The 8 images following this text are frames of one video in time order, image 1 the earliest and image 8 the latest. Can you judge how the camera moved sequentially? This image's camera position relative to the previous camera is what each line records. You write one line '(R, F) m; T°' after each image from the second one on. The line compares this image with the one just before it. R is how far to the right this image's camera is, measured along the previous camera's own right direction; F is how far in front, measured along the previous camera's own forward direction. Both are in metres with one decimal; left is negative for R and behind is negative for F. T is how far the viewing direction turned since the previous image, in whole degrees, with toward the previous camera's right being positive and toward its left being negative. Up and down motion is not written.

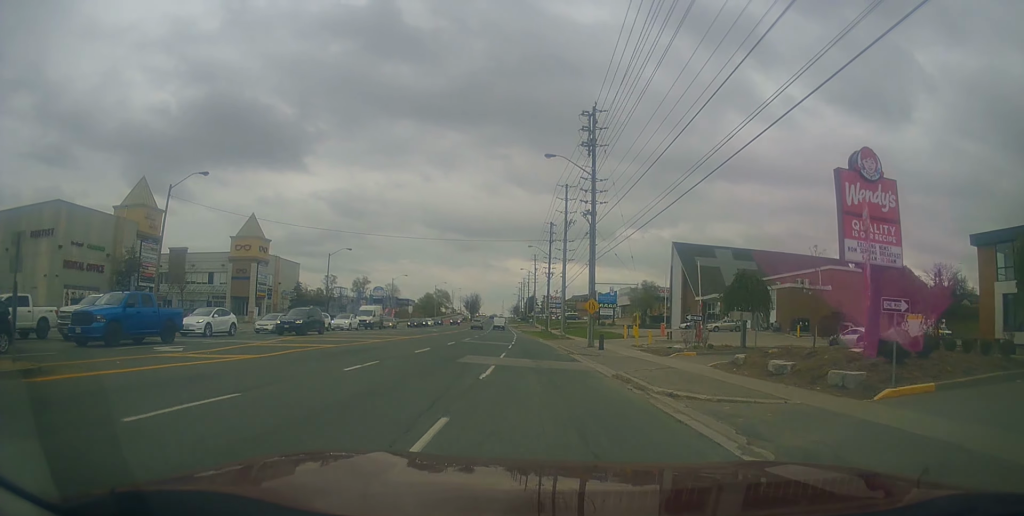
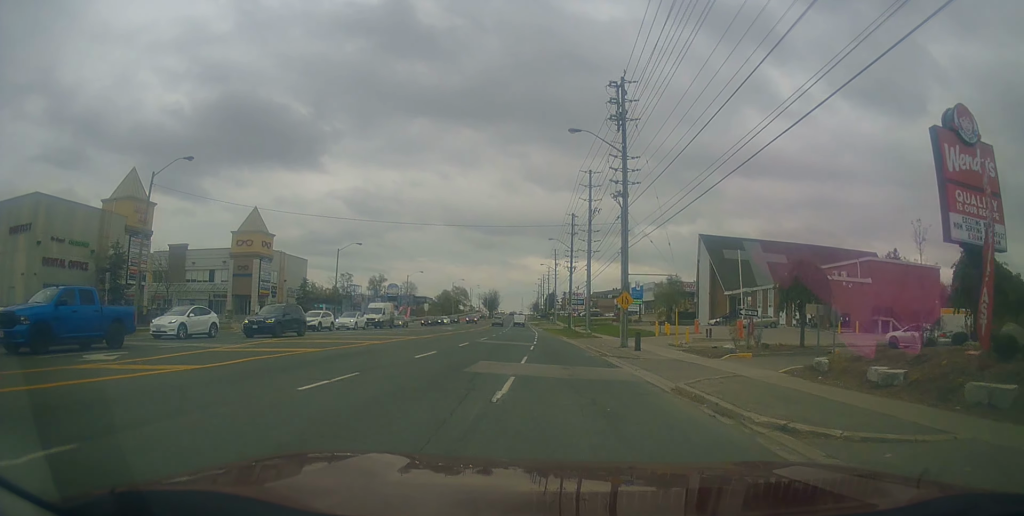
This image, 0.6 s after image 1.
(-0.2, +4.9) m; -4°
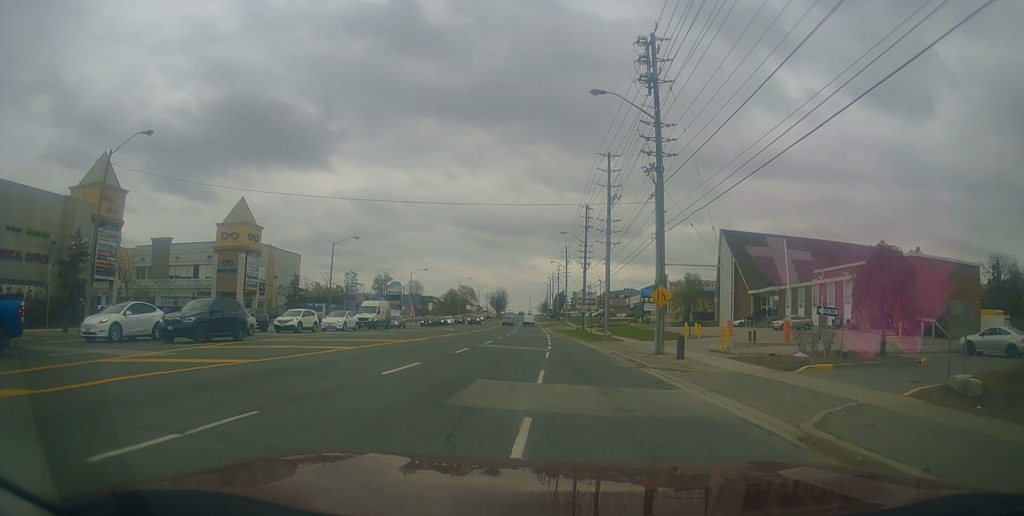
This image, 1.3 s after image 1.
(-0.3, +6.4) m; 0°
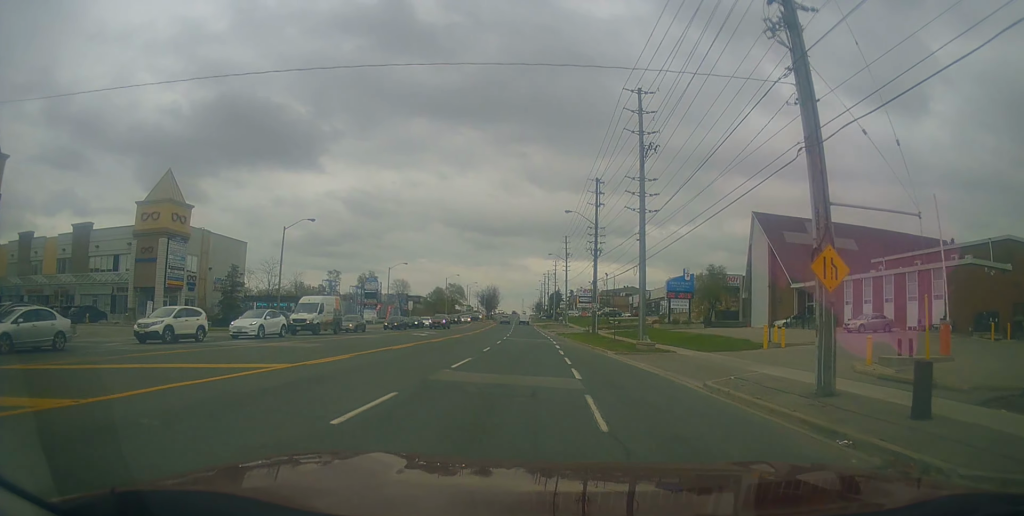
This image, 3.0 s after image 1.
(+0.5, +15.5) m; +3°
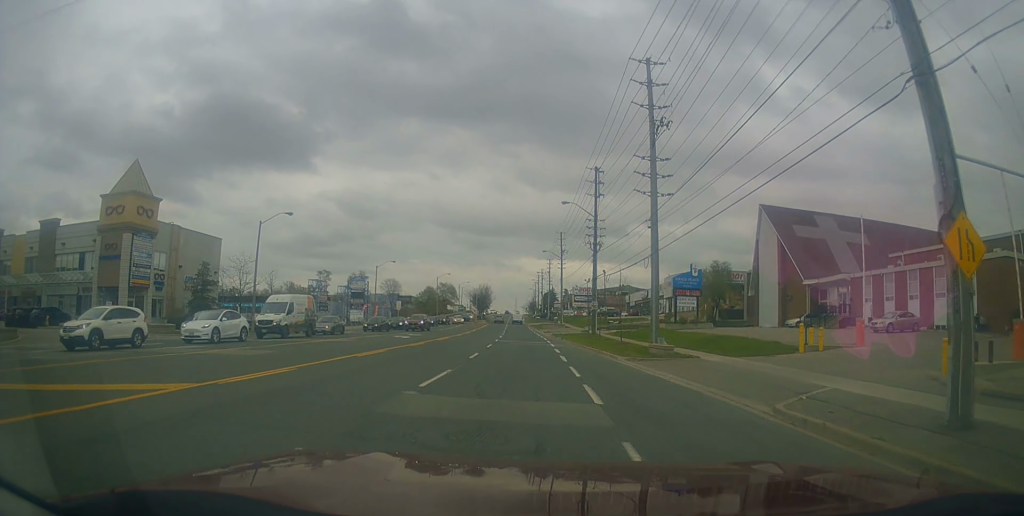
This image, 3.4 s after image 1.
(-0.1, +4.7) m; 0°
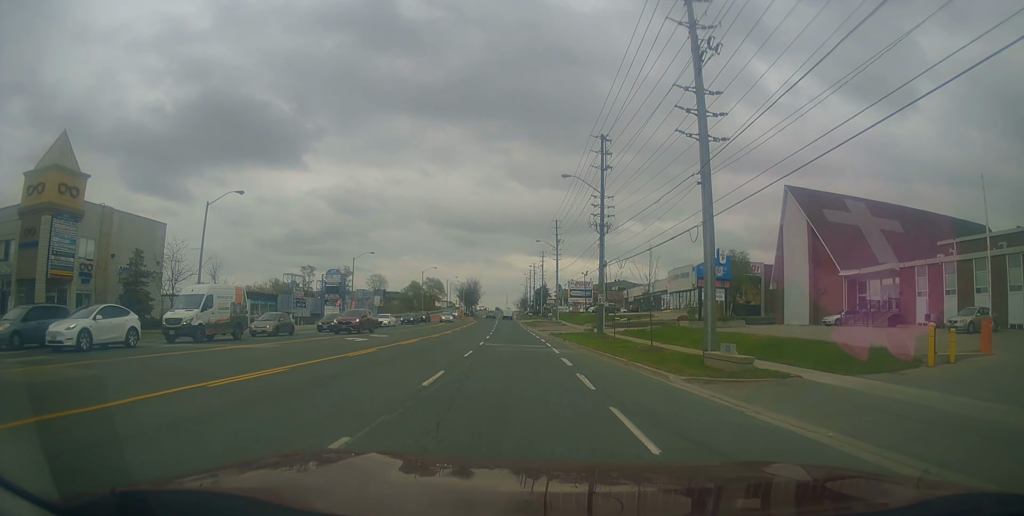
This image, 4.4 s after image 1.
(+0.2, +9.5) m; 0°
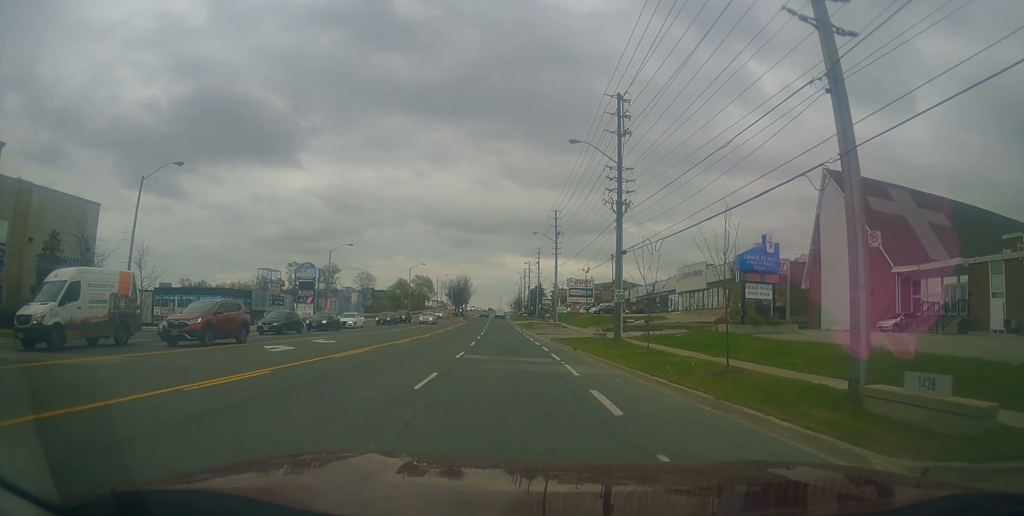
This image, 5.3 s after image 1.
(-0.1, +9.6) m; 0°
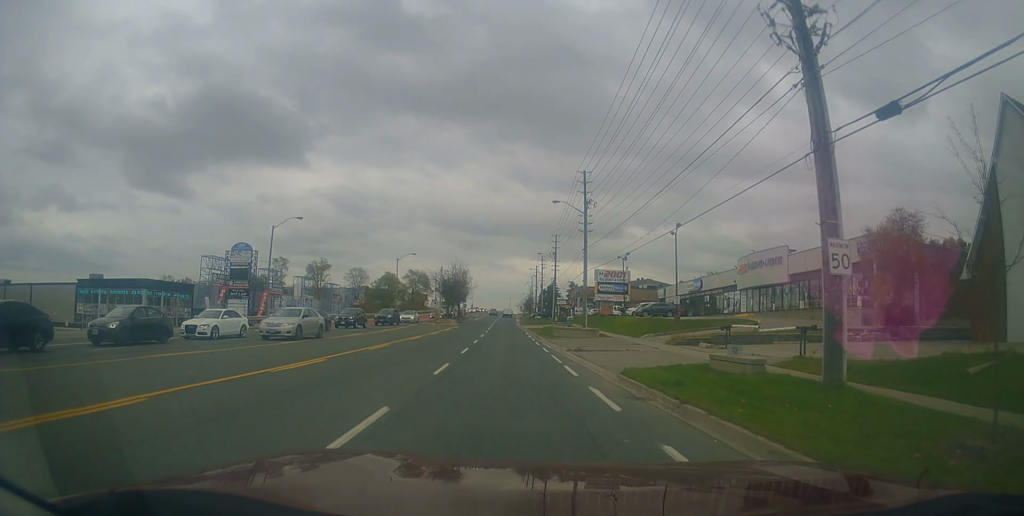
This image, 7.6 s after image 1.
(-0.1, +23.8) m; -2°
